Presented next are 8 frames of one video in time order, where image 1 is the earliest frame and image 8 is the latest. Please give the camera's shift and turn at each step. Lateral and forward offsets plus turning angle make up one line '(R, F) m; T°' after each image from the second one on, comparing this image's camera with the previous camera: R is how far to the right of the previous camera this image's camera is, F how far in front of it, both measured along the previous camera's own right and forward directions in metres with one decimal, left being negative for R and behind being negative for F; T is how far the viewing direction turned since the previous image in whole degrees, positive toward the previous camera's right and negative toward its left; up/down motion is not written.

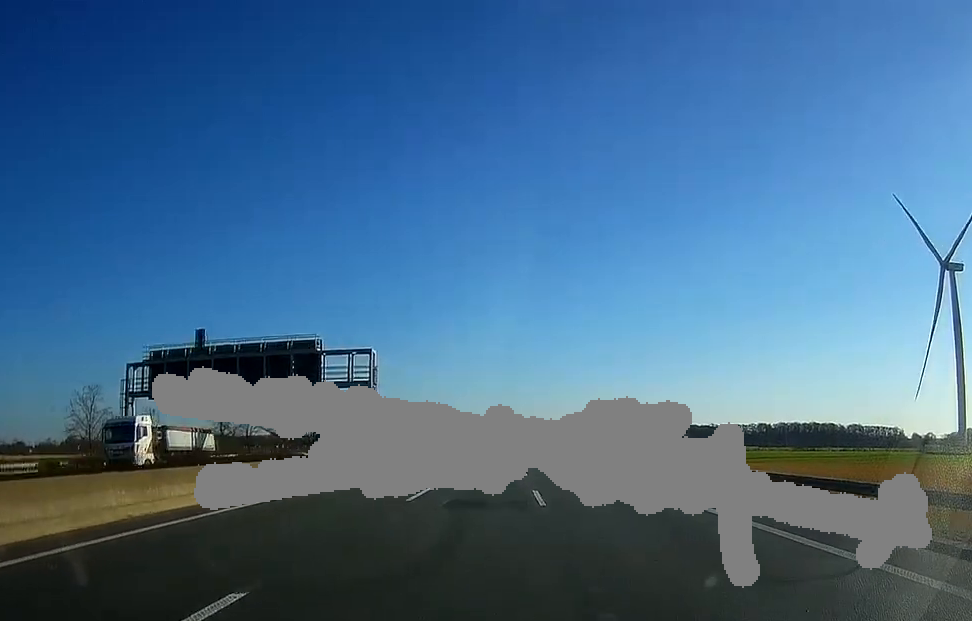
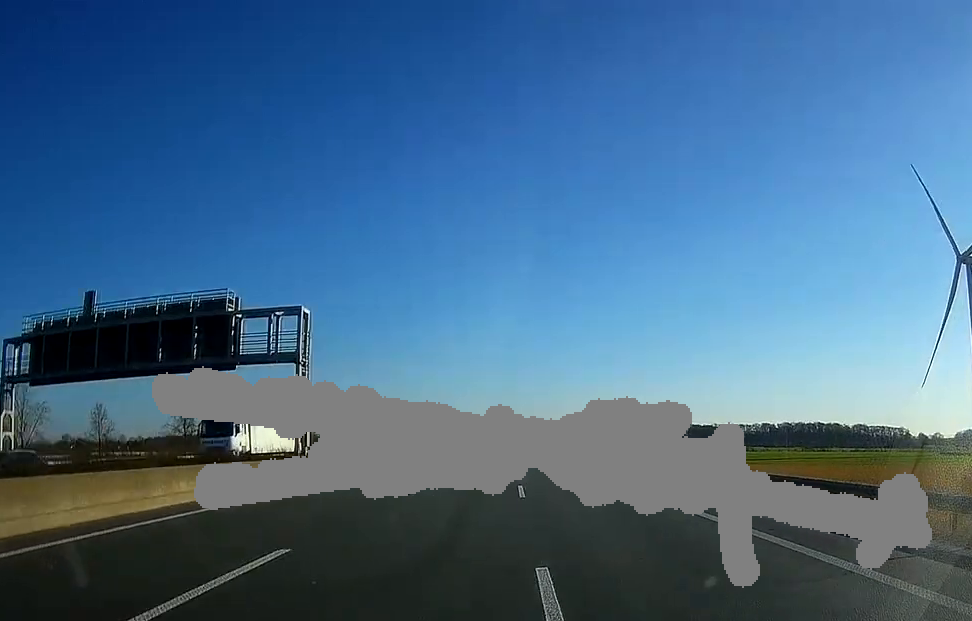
(-0.1, +15.7) m; 0°
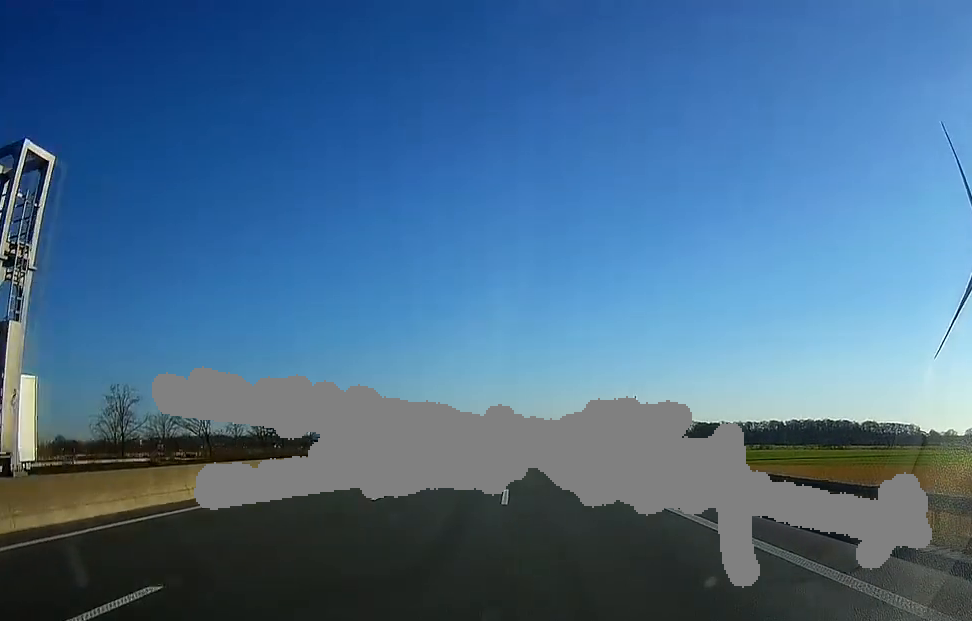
(-0.1, +21.7) m; 0°
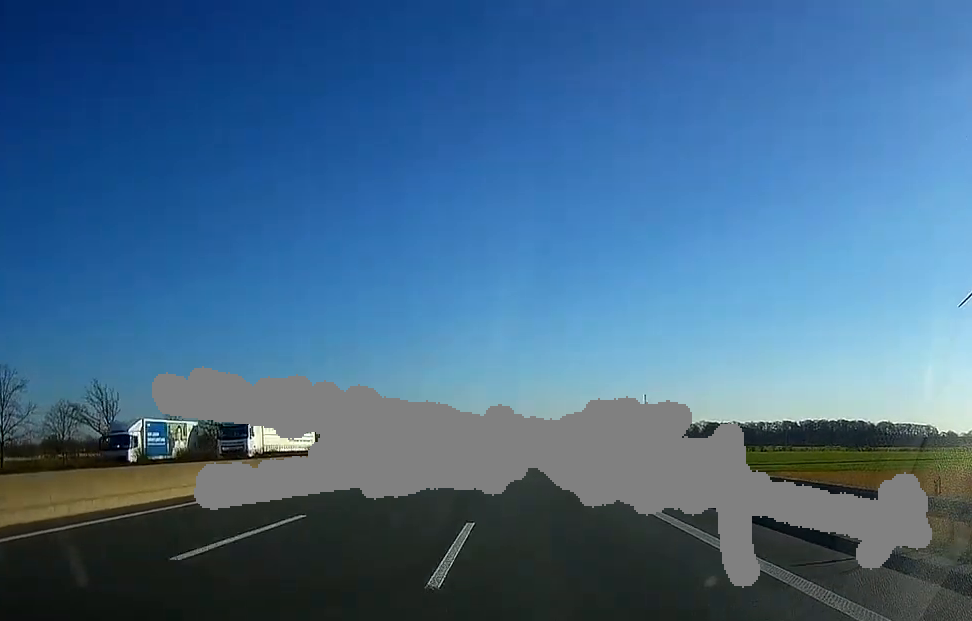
(0.0, +29.4) m; 0°
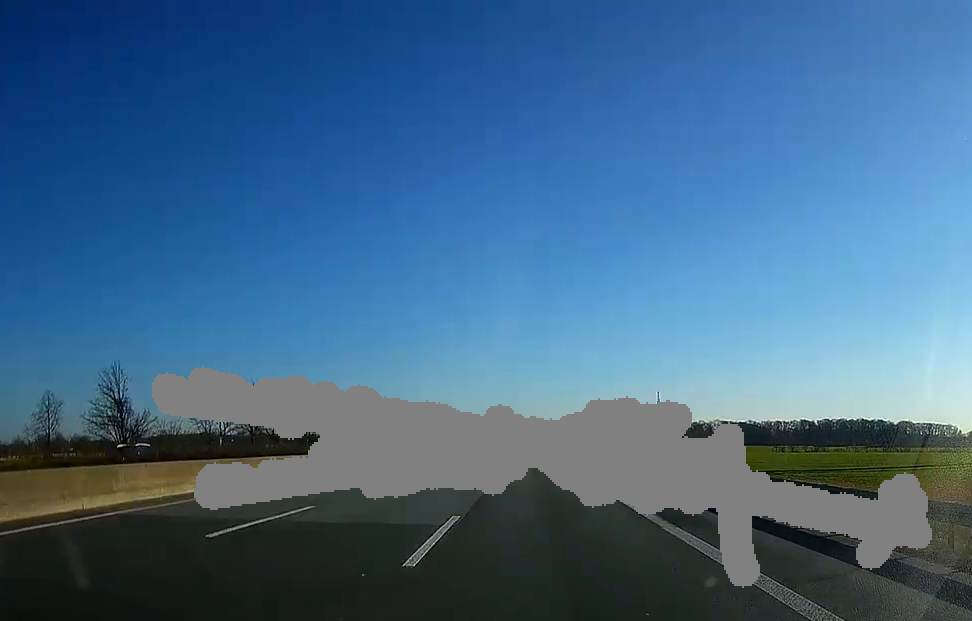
(0.0, +35.4) m; 0°
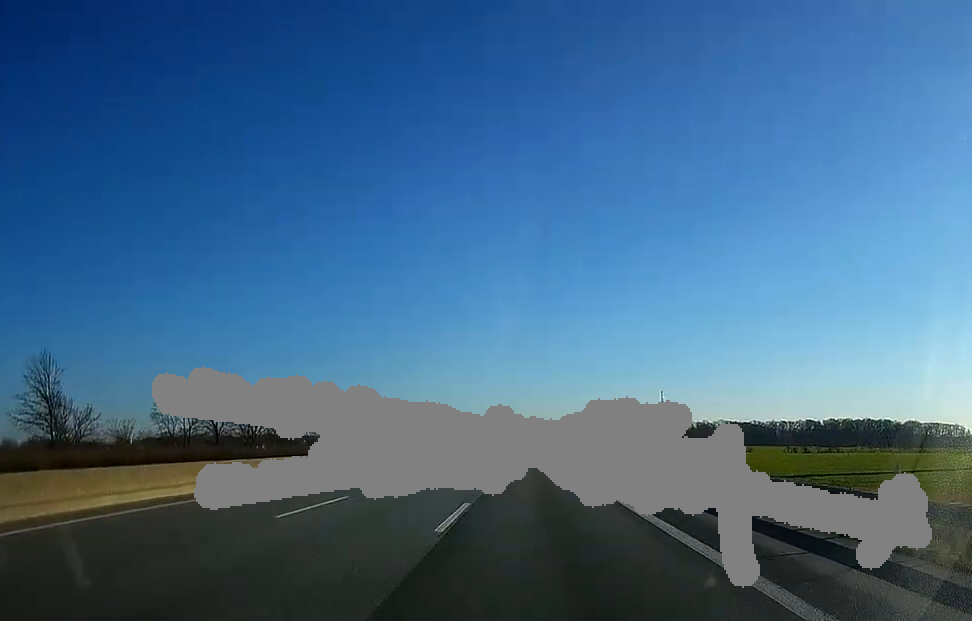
(0.0, +15.0) m; 0°
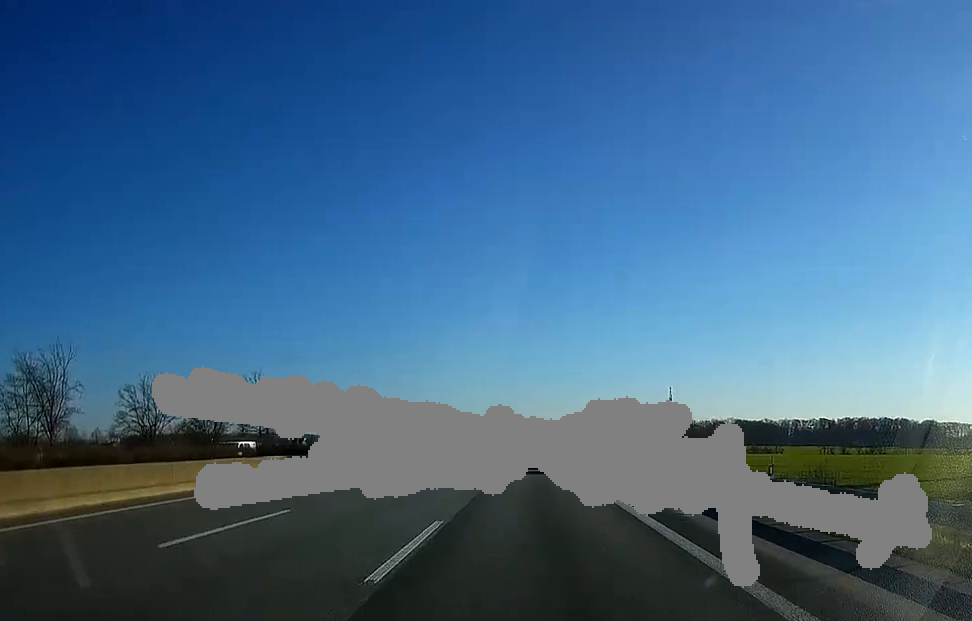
(0.0, +42.0) m; 0°
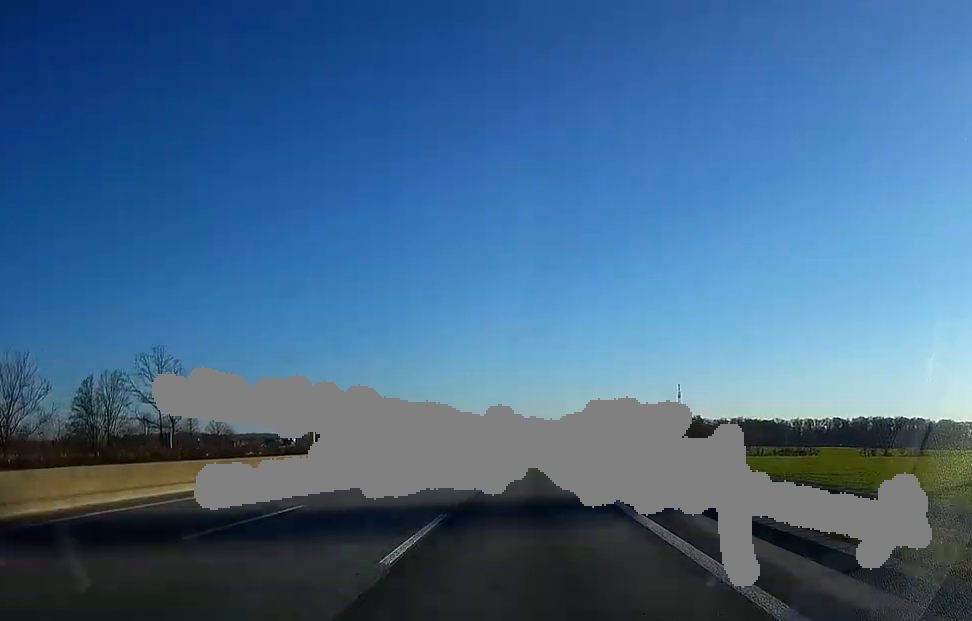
(0.0, +36.0) m; 0°
